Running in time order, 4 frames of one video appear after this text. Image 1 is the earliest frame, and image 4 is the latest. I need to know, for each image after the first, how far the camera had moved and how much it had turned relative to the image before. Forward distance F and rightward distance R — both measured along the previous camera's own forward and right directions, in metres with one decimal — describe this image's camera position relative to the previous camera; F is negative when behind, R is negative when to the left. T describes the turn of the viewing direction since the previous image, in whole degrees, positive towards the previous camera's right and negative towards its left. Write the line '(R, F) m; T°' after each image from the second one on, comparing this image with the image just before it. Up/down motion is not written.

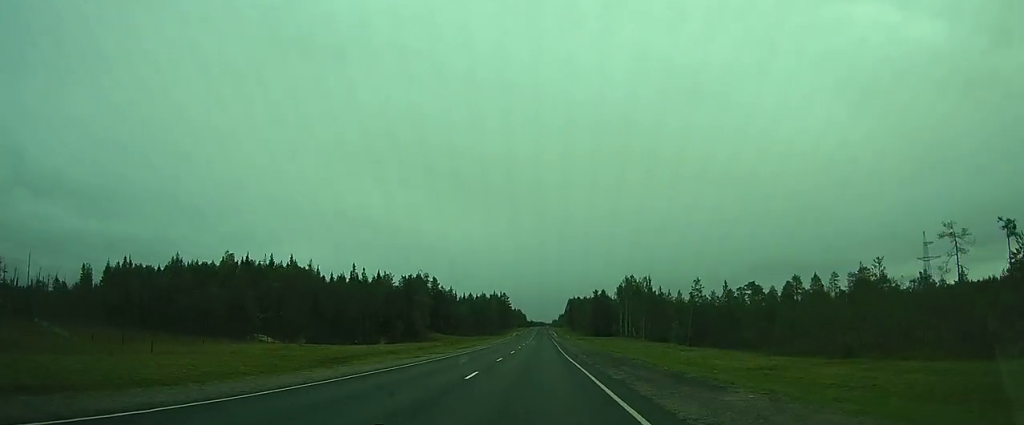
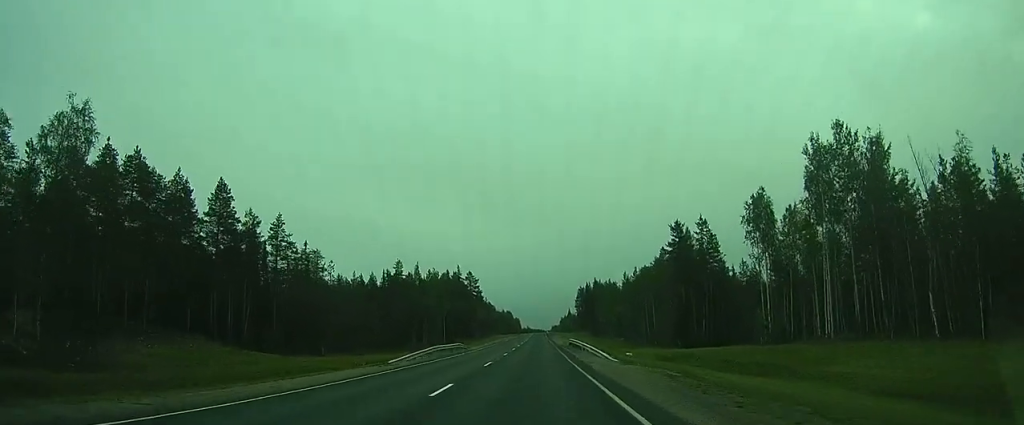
(+1.3, +111.8) m; +2°
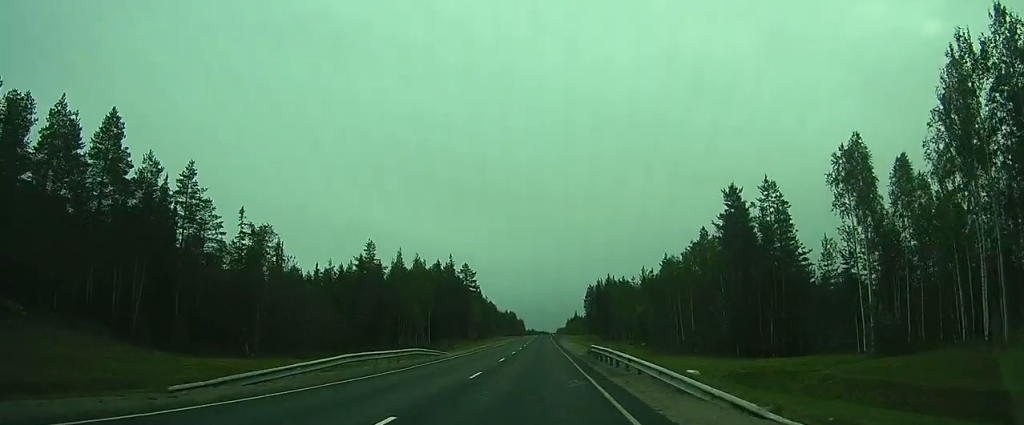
(0.0, +18.1) m; 0°
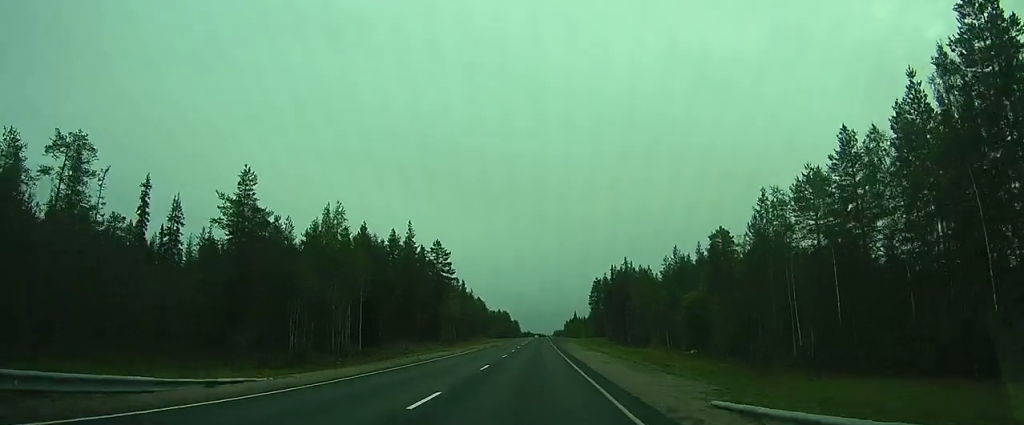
(-0.1, +31.6) m; 0°
